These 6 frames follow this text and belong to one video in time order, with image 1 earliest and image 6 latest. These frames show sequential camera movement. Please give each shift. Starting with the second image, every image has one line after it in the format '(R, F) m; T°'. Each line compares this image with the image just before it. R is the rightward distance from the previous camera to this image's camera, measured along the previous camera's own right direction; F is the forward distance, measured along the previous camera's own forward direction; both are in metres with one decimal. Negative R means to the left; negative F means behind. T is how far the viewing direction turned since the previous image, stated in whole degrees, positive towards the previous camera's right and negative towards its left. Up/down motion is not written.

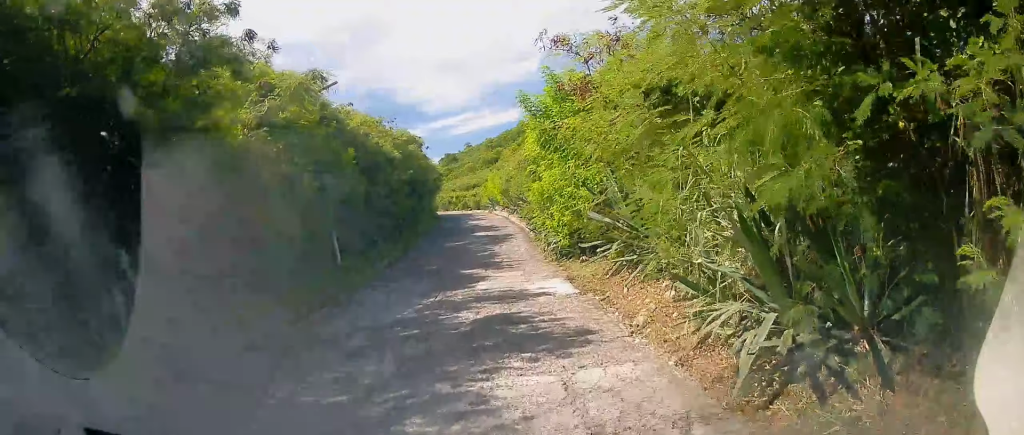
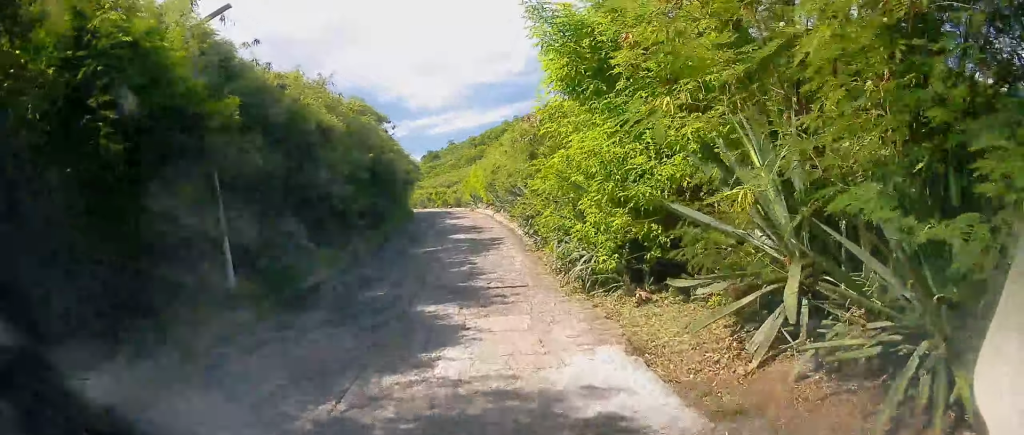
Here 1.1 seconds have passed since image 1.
(+0.3, +6.0) m; 0°
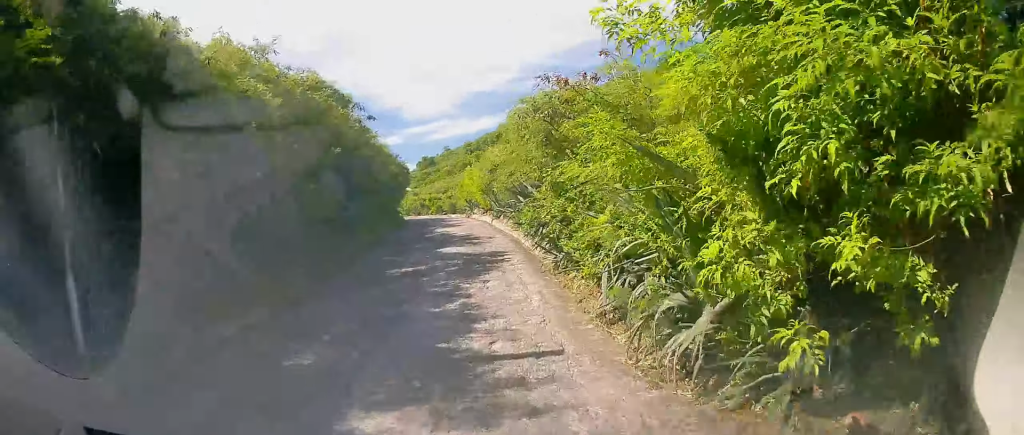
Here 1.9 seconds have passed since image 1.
(-0.2, +4.4) m; 0°
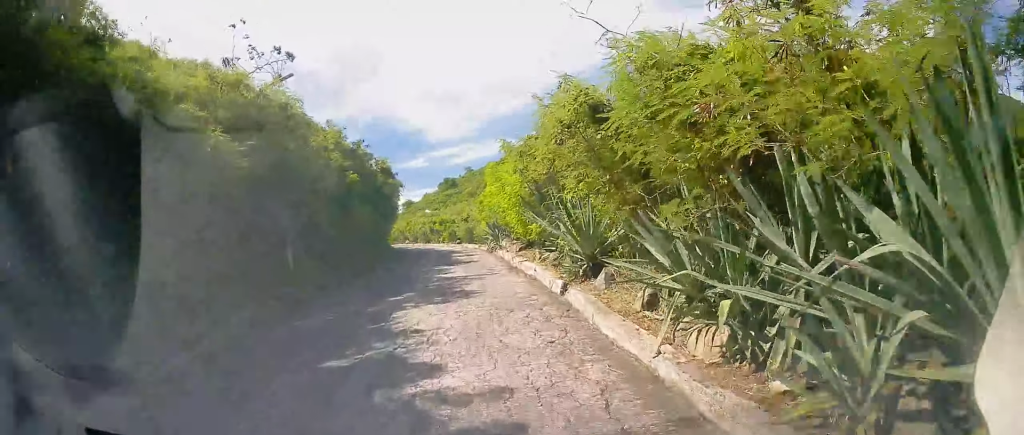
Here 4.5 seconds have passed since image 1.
(+0.1, +17.7) m; -2°
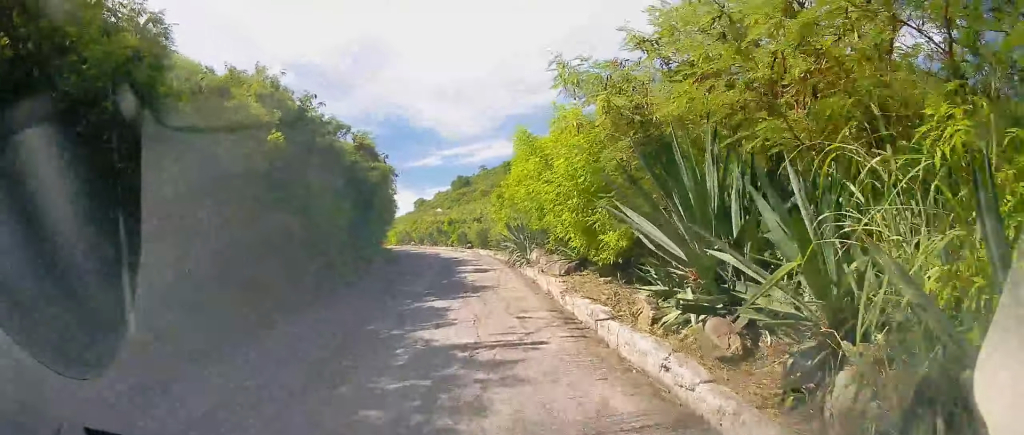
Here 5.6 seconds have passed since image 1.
(+0.2, +7.8) m; +3°
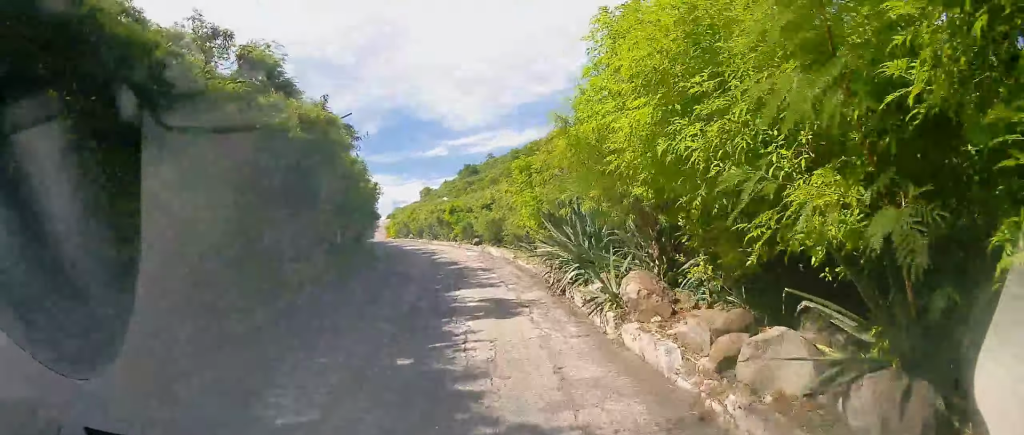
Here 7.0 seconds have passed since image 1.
(0.0, +9.8) m; -4°
